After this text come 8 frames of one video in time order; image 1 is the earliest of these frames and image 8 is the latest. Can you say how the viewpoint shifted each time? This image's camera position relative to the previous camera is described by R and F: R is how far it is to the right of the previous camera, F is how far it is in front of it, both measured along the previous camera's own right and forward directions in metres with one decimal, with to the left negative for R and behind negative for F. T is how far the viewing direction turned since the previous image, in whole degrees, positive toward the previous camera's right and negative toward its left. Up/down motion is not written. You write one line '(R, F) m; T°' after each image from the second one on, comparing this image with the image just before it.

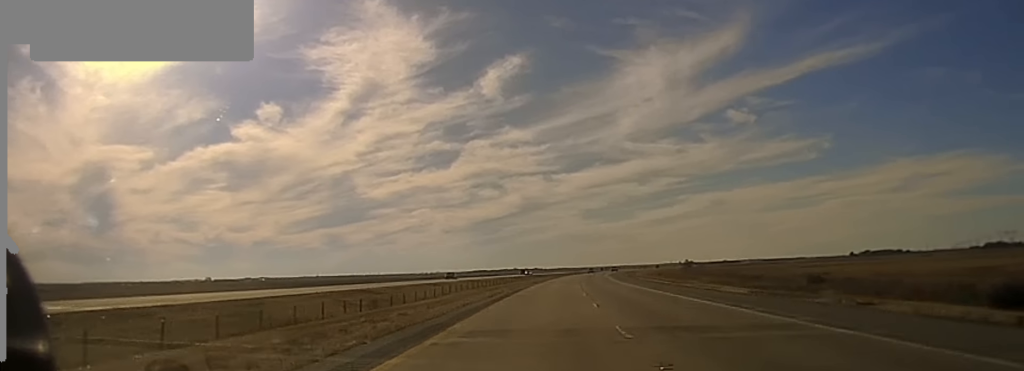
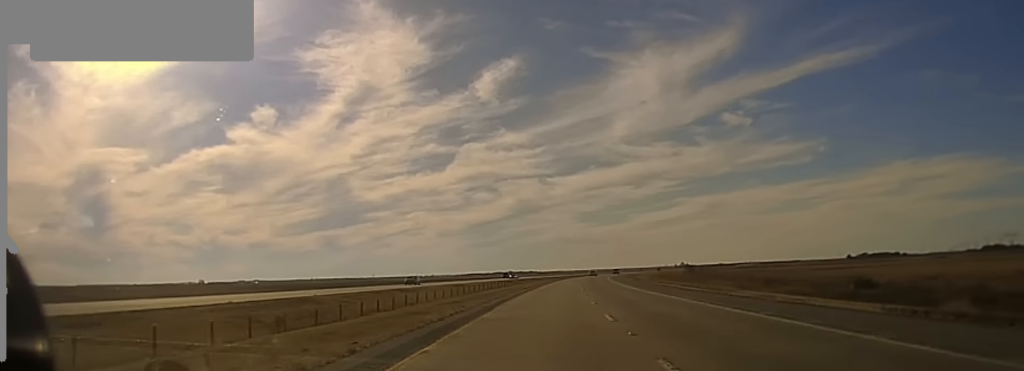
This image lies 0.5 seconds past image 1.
(+0.1, +19.0) m; 0°
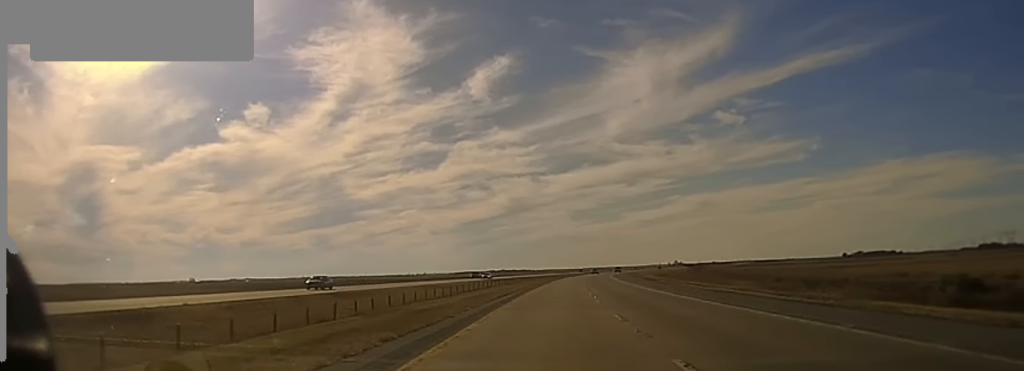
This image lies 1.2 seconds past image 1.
(0.0, +25.3) m; 0°
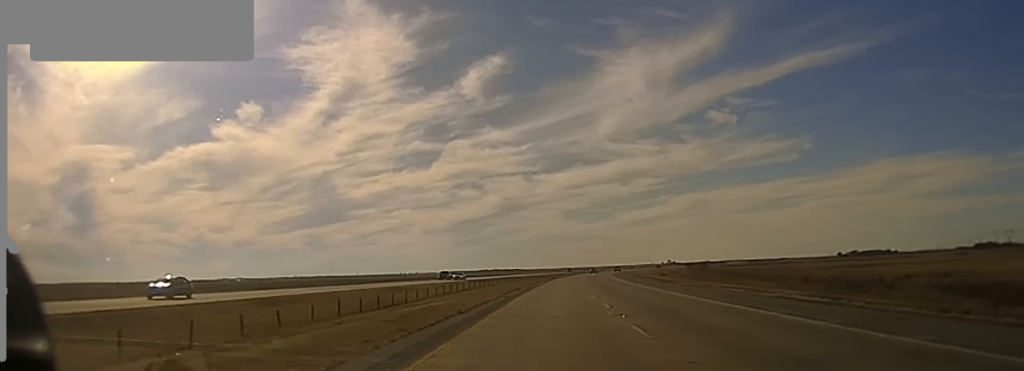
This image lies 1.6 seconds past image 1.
(0.0, +14.4) m; 0°
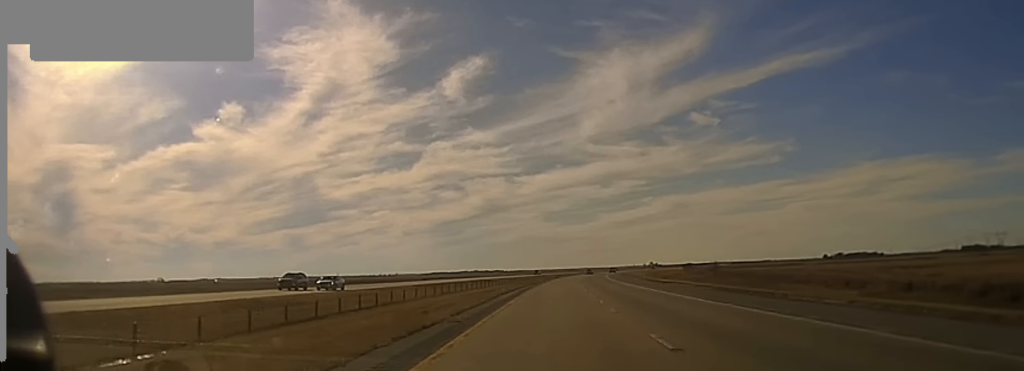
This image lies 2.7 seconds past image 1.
(+0.2, +33.5) m; +1°
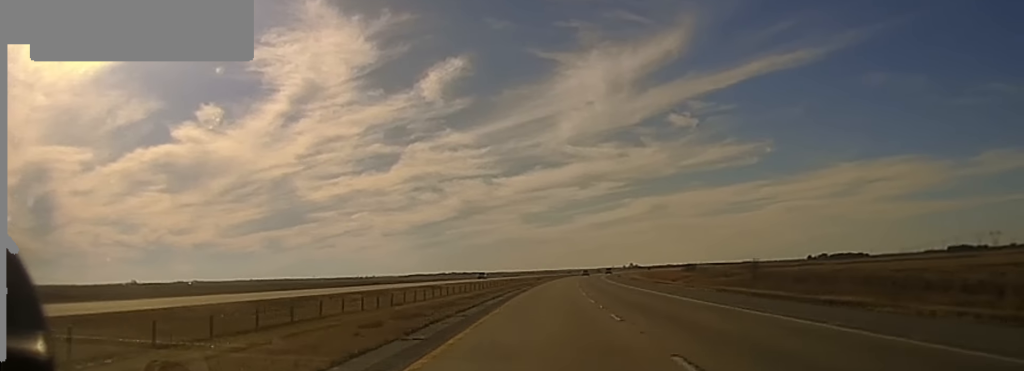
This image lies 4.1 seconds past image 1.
(+0.9, +49.1) m; +2°
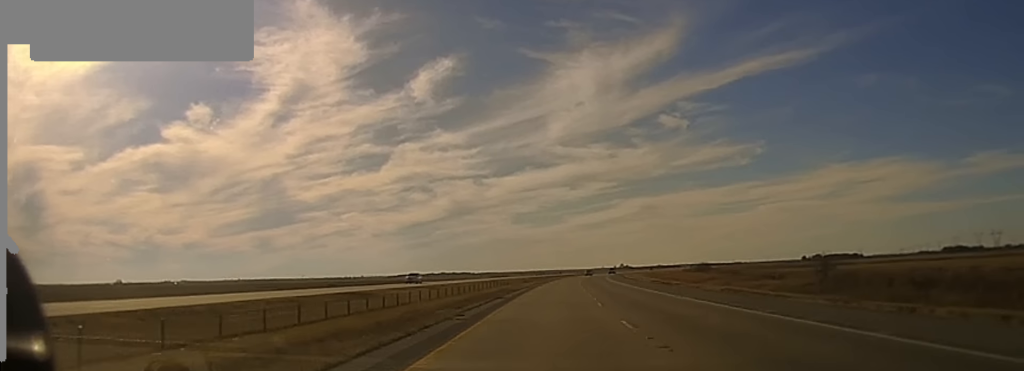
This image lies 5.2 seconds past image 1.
(+0.5, +42.1) m; +1°
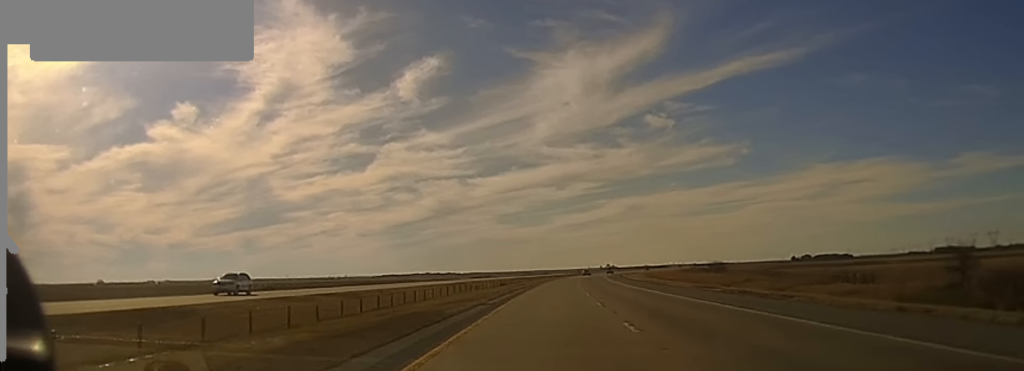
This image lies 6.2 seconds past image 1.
(0.0, +43.6) m; +1°
